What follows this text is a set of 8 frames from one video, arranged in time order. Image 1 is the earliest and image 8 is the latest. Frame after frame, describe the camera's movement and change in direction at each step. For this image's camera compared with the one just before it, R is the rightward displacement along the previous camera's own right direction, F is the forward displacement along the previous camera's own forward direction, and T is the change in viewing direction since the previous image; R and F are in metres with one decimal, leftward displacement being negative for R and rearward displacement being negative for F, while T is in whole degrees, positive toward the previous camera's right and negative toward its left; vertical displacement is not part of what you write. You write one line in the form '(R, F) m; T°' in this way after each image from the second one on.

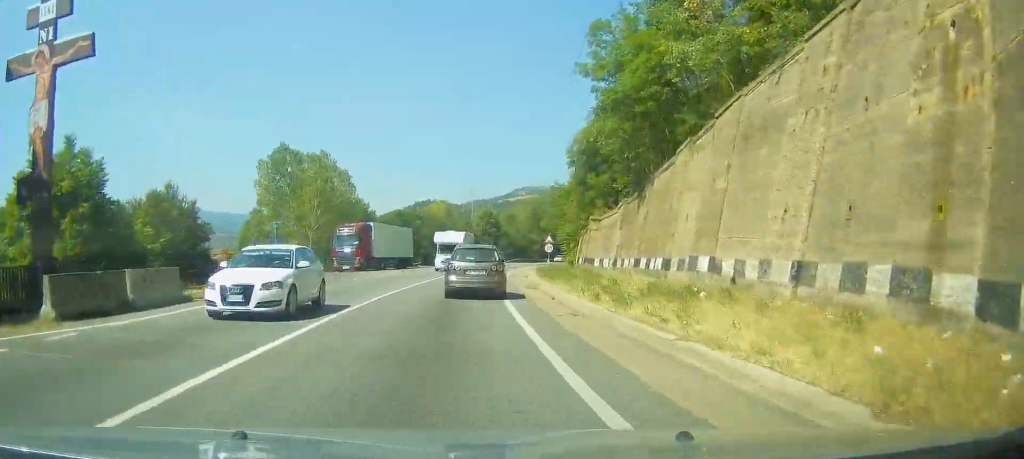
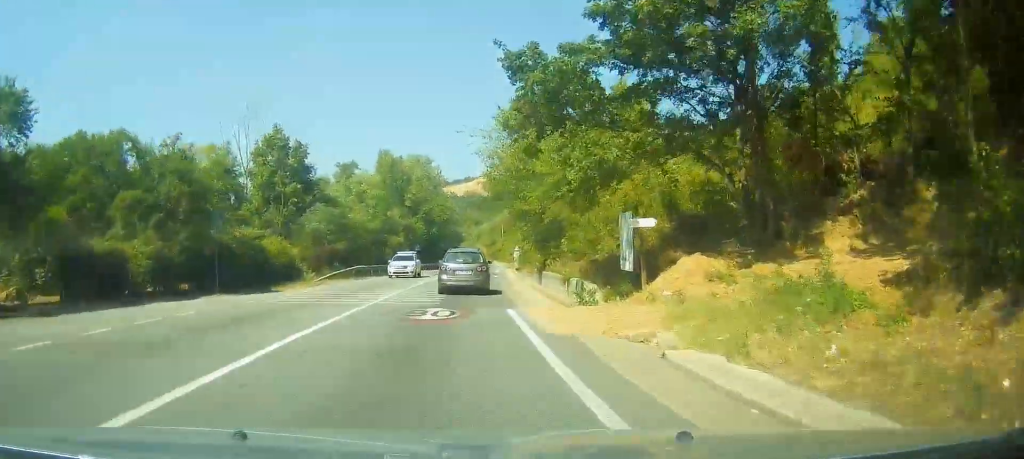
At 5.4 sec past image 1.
(+8.0, +73.5) m; +12°
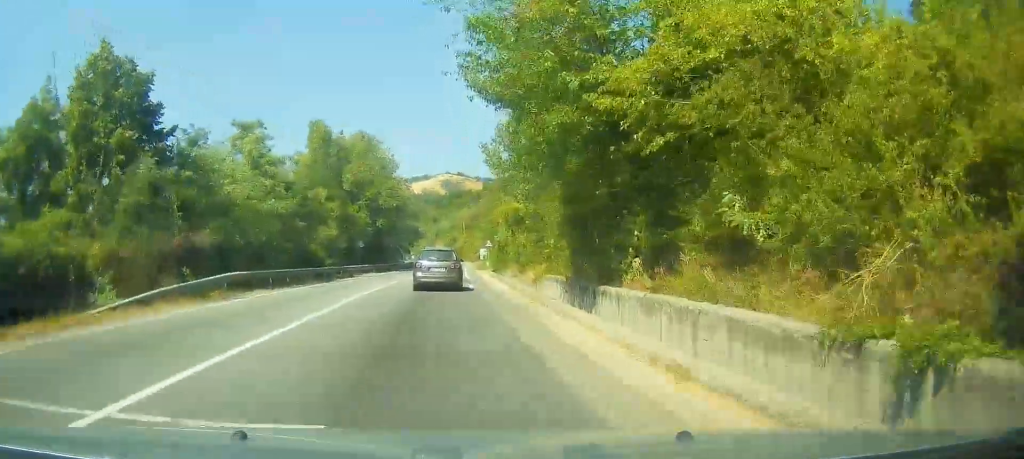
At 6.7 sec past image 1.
(+0.8, +19.3) m; +1°
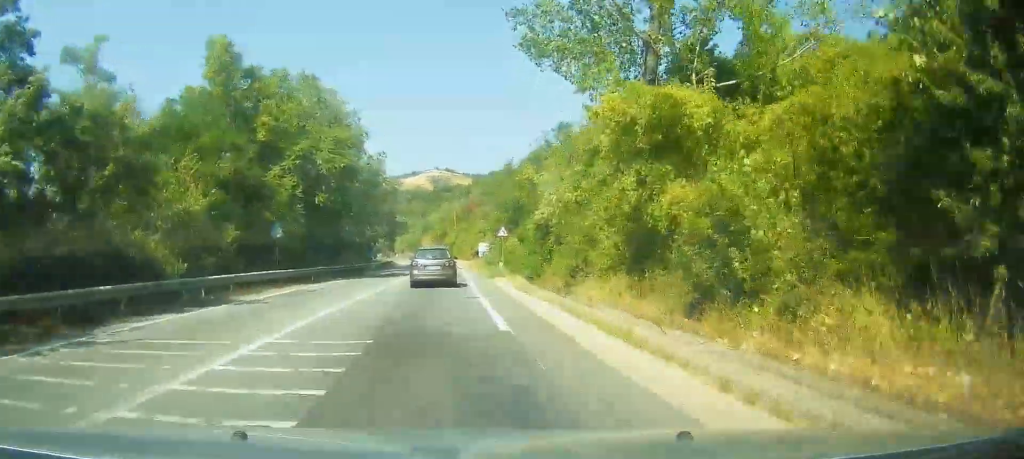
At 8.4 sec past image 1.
(+0.4, +26.9) m; +1°
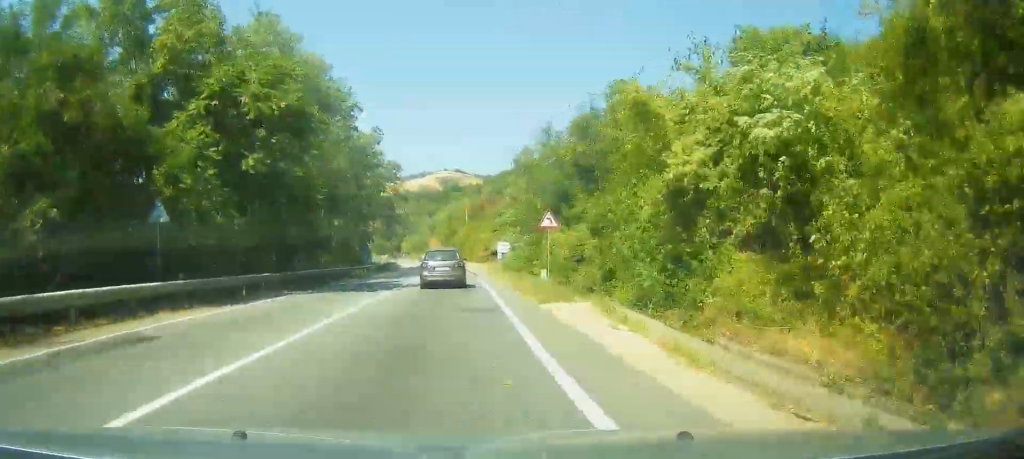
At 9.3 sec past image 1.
(0.0, +15.1) m; 0°
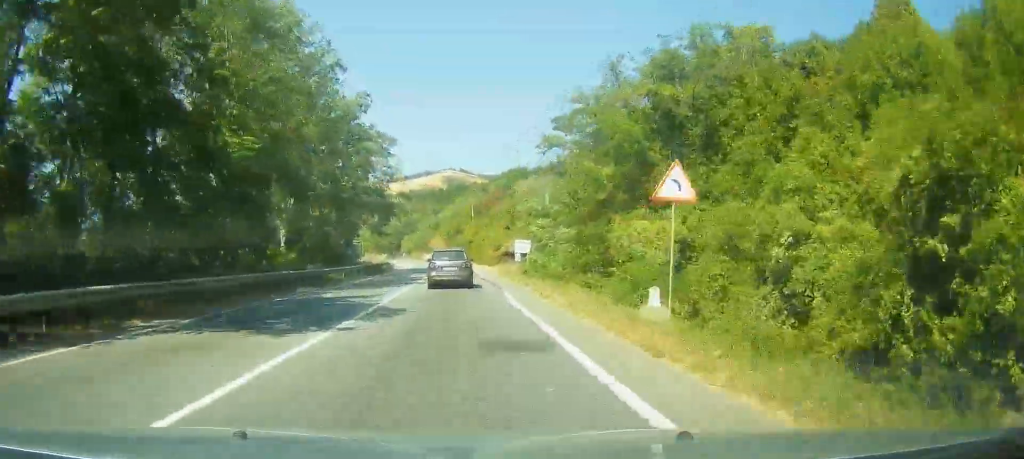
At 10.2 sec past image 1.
(0.0, +14.0) m; 0°
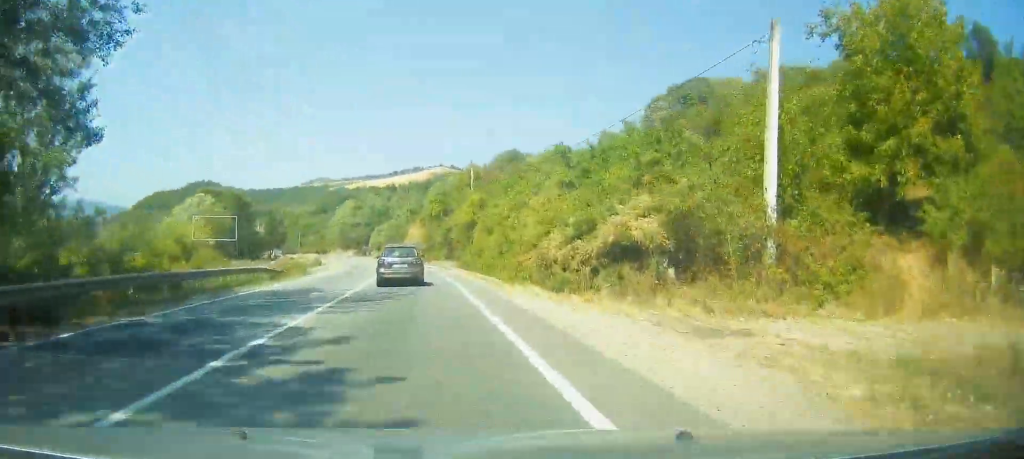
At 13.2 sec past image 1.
(+0.5, +52.0) m; -1°
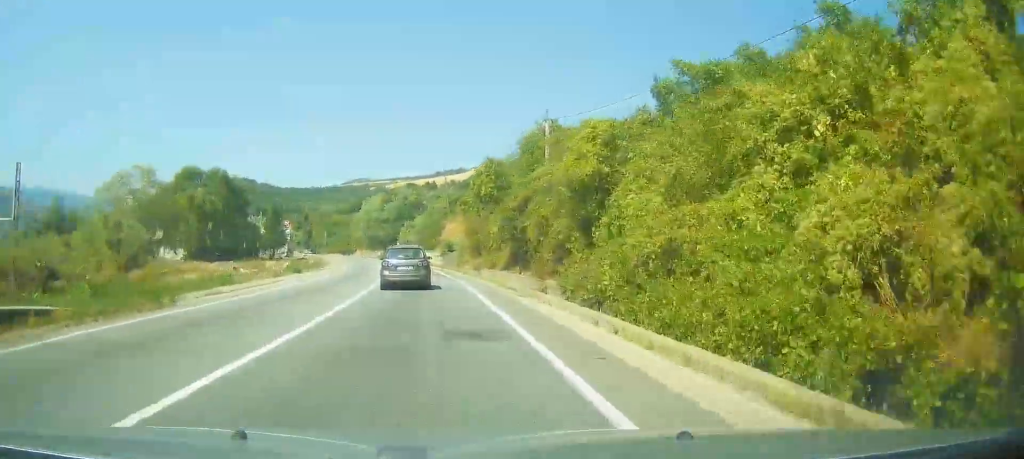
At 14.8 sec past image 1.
(-1.0, +27.5) m; -3°
